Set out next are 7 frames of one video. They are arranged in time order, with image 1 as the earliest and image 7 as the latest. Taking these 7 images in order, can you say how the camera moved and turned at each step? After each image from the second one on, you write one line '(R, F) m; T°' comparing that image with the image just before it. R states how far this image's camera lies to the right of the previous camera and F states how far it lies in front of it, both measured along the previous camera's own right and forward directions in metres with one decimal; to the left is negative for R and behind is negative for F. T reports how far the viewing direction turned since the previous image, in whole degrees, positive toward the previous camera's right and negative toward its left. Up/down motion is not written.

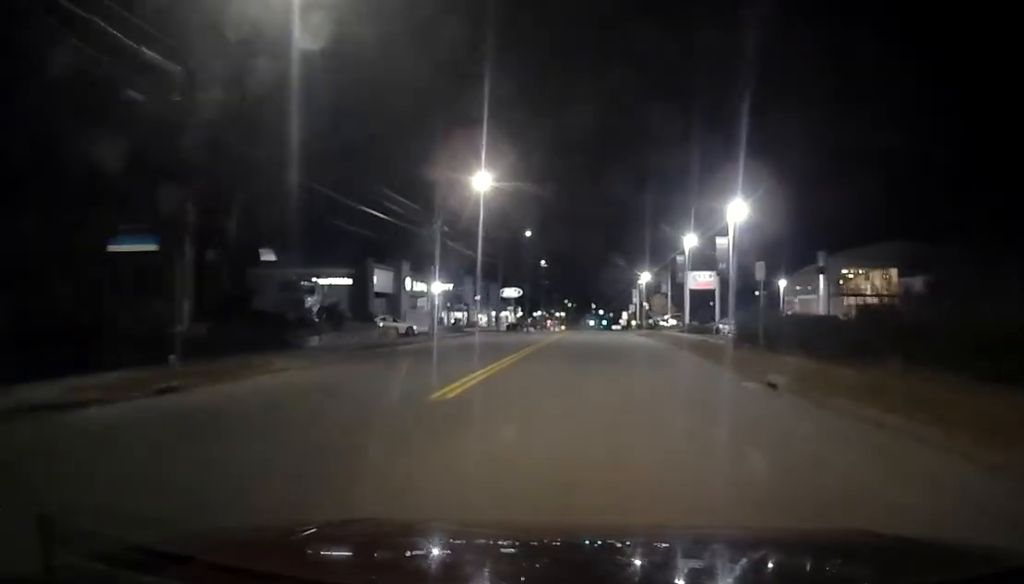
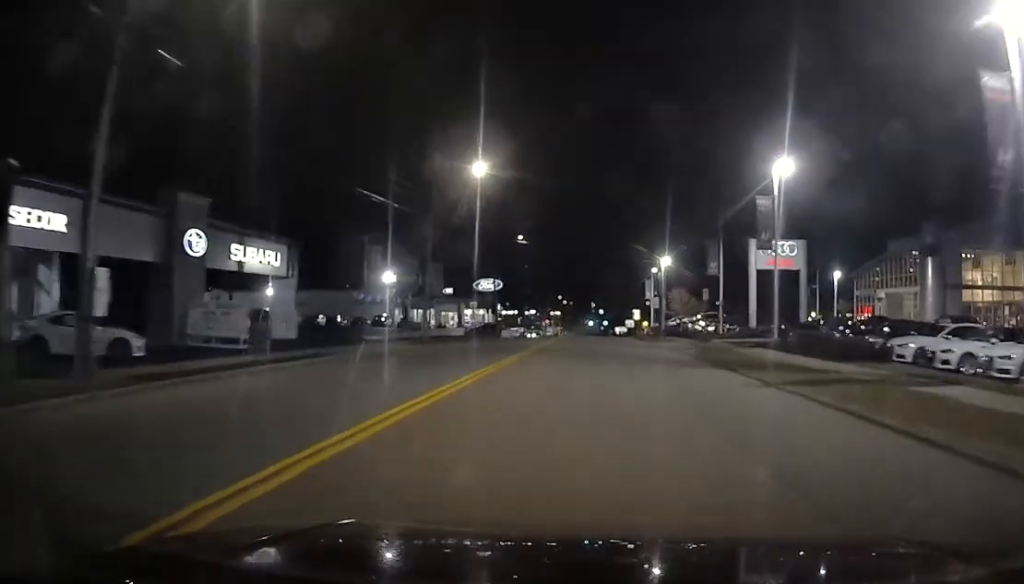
(0.0, +31.7) m; 0°
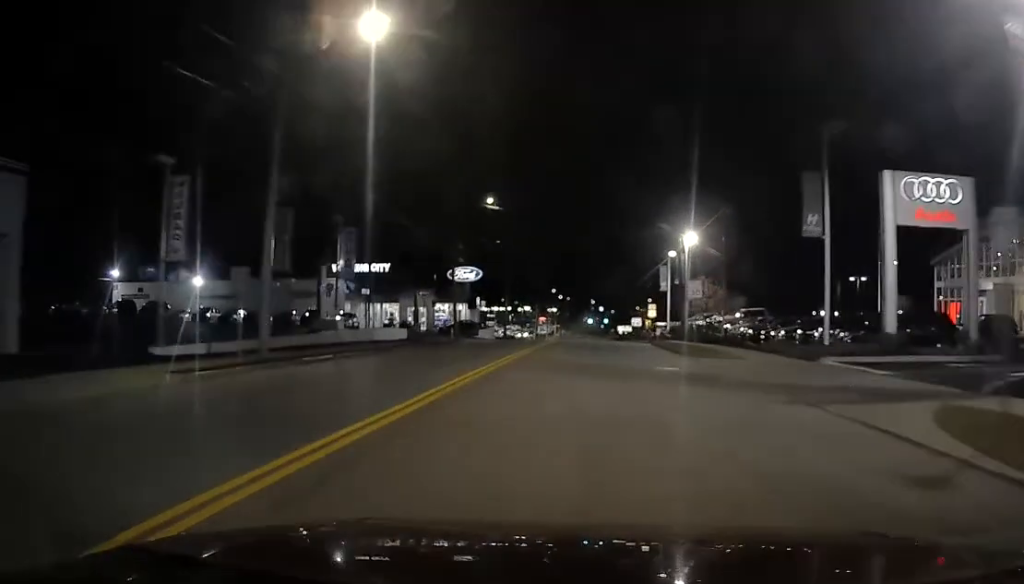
(+0.1, +21.0) m; 0°
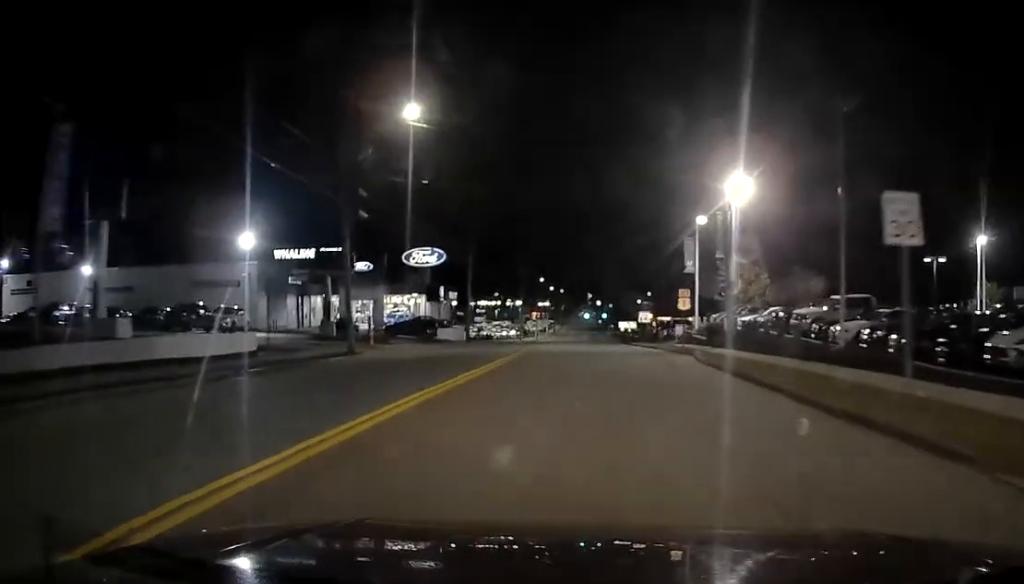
(-0.3, +21.7) m; 0°
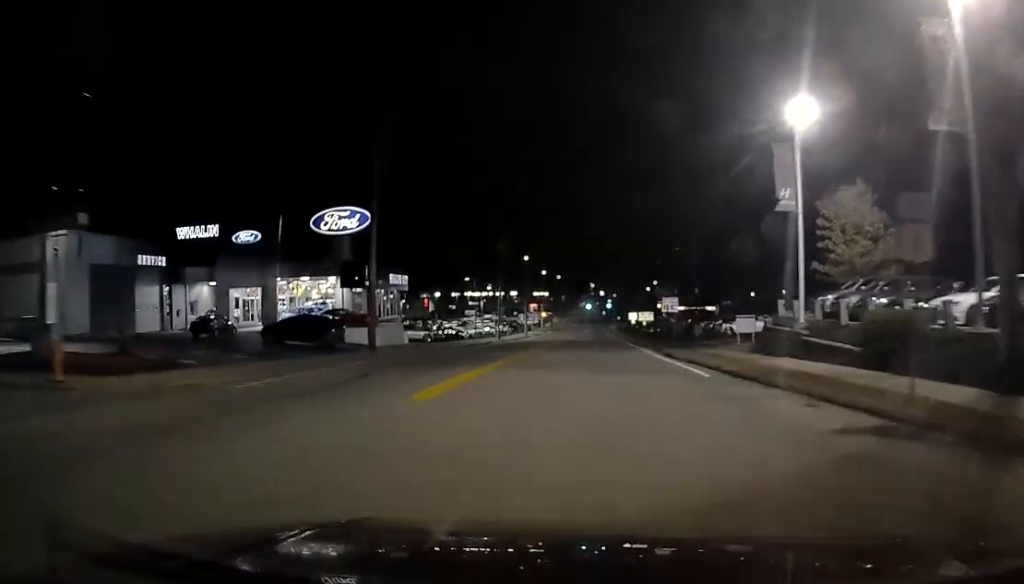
(+0.2, +25.6) m; 0°
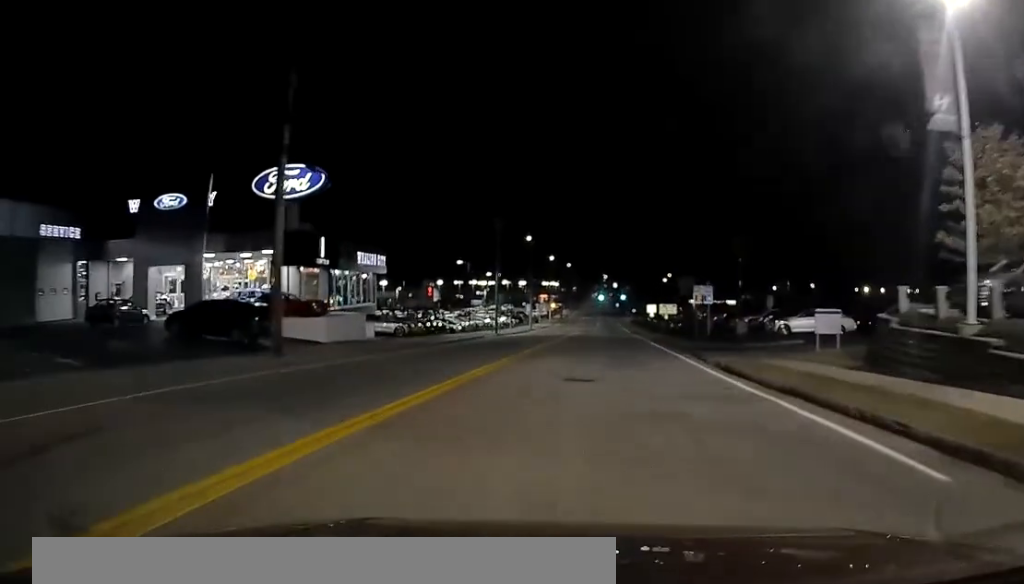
(0.0, +11.3) m; 0°
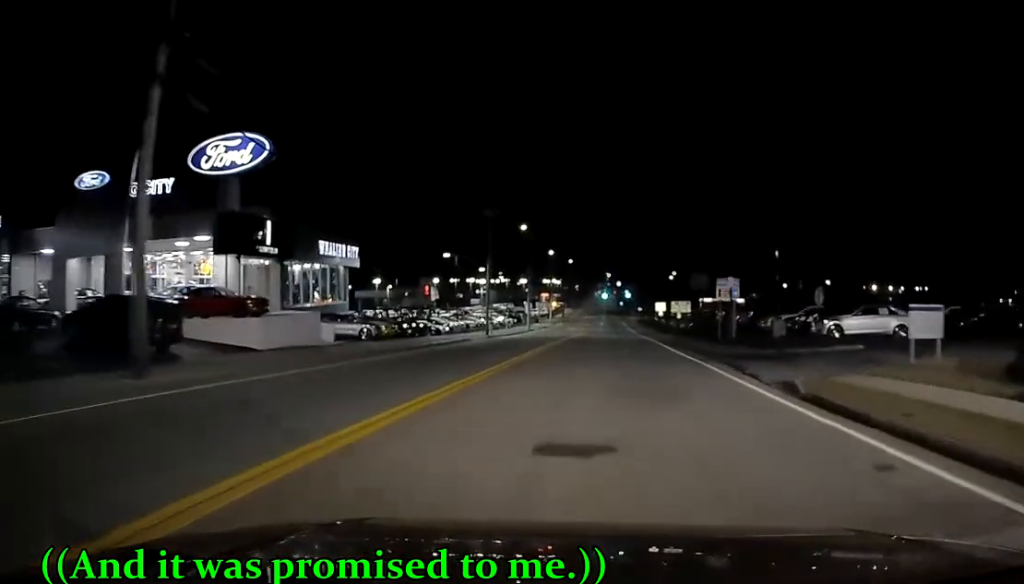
(+0.1, +7.5) m; 0°
